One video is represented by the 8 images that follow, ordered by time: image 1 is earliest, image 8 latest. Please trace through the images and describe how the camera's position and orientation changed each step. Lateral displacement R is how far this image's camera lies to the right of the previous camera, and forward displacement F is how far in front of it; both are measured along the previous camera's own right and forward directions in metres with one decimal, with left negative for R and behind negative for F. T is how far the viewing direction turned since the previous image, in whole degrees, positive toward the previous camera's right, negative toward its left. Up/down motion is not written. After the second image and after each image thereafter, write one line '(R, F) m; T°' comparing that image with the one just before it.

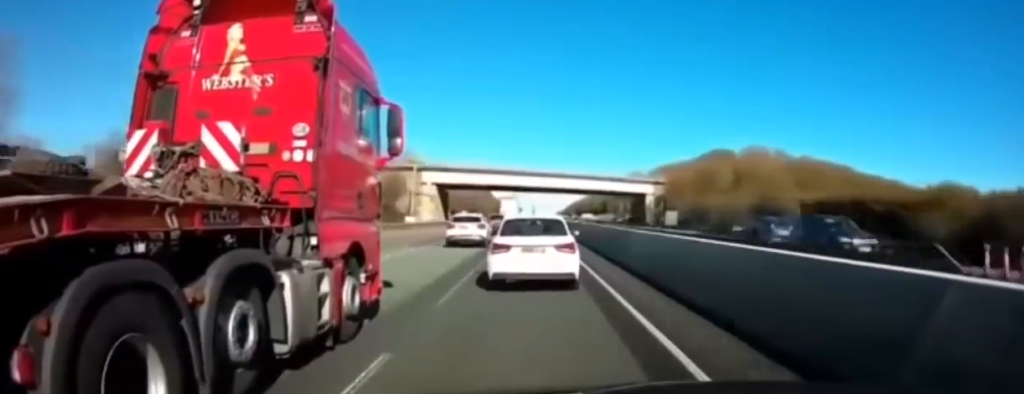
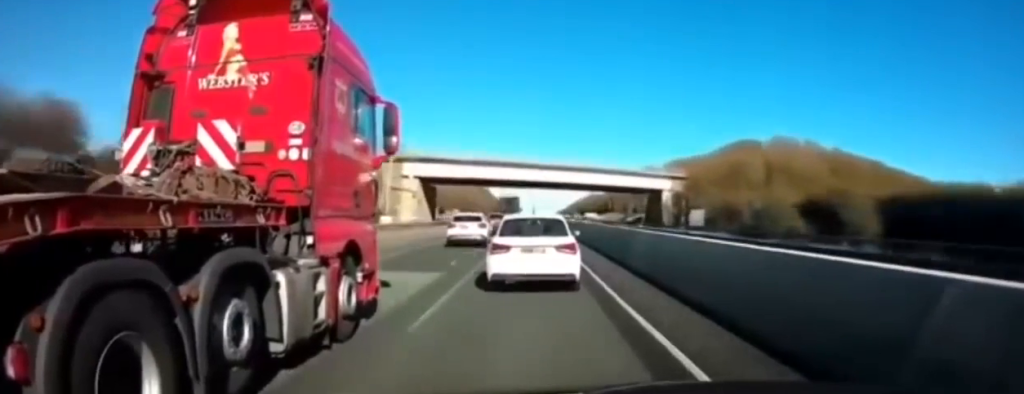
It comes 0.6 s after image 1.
(-0.1, +11.9) m; 0°
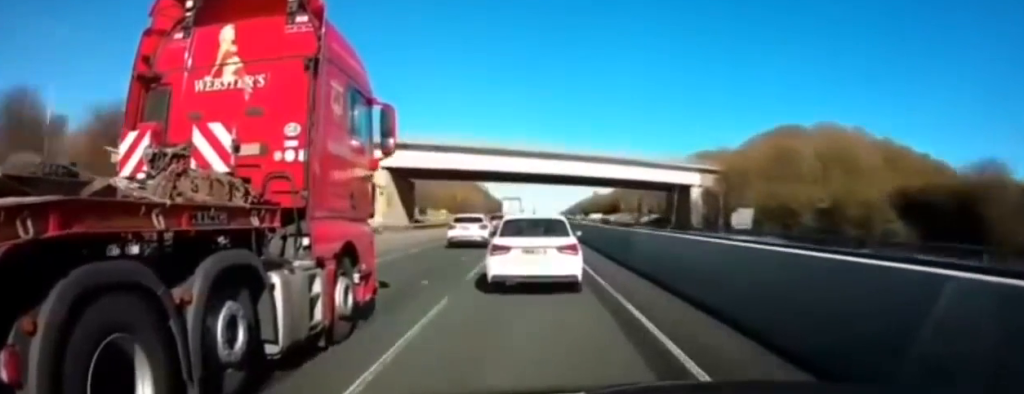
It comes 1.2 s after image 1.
(-0.1, +14.0) m; 0°
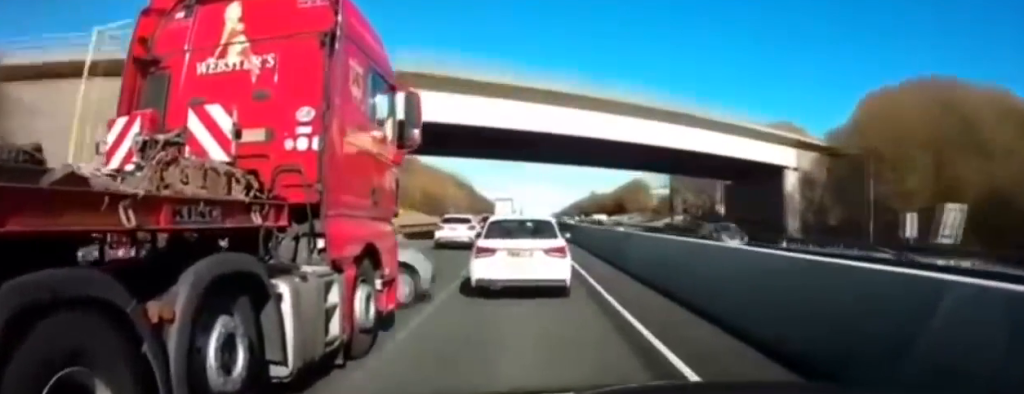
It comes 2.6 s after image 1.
(-0.1, +27.5) m; 0°
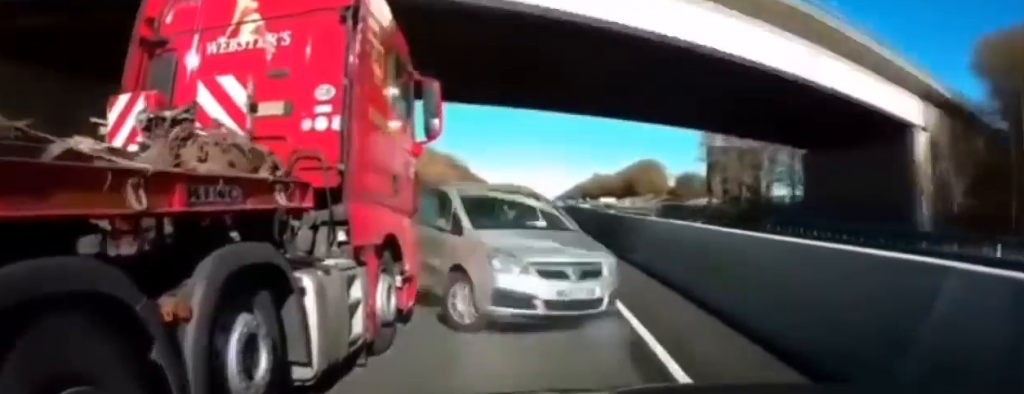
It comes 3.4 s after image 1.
(+0.1, +16.1) m; 0°
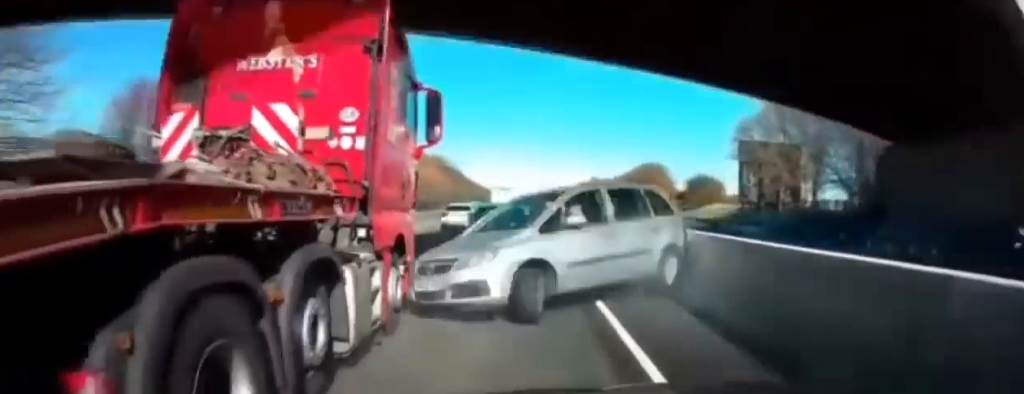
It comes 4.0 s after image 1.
(+0.3, +13.2) m; -2°
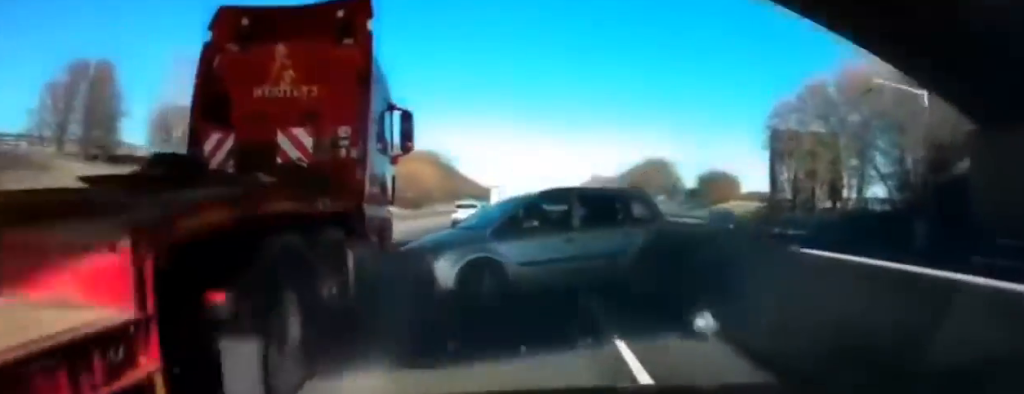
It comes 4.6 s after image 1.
(-0.5, +10.8) m; -2°
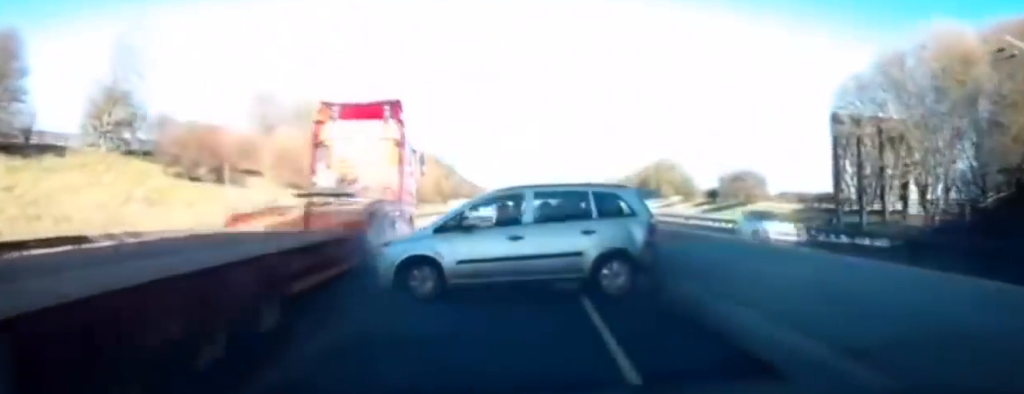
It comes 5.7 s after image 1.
(-0.5, +20.4) m; -2°
